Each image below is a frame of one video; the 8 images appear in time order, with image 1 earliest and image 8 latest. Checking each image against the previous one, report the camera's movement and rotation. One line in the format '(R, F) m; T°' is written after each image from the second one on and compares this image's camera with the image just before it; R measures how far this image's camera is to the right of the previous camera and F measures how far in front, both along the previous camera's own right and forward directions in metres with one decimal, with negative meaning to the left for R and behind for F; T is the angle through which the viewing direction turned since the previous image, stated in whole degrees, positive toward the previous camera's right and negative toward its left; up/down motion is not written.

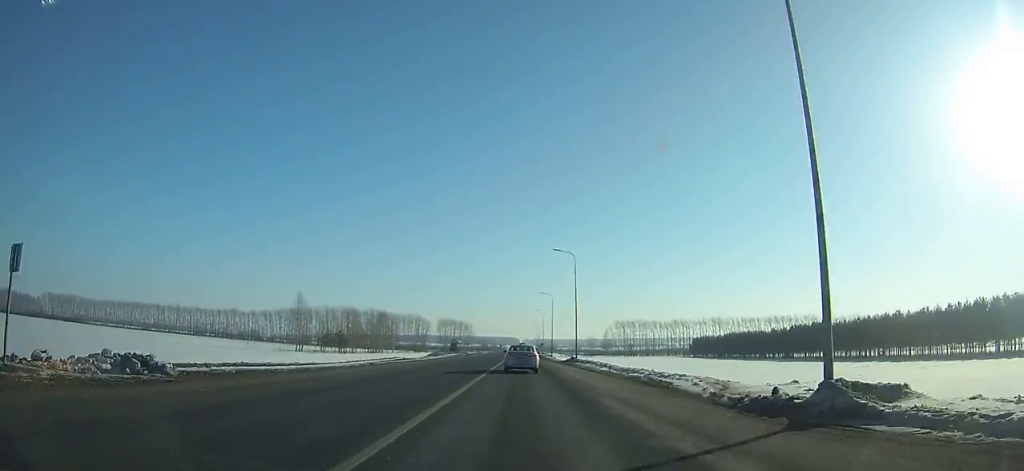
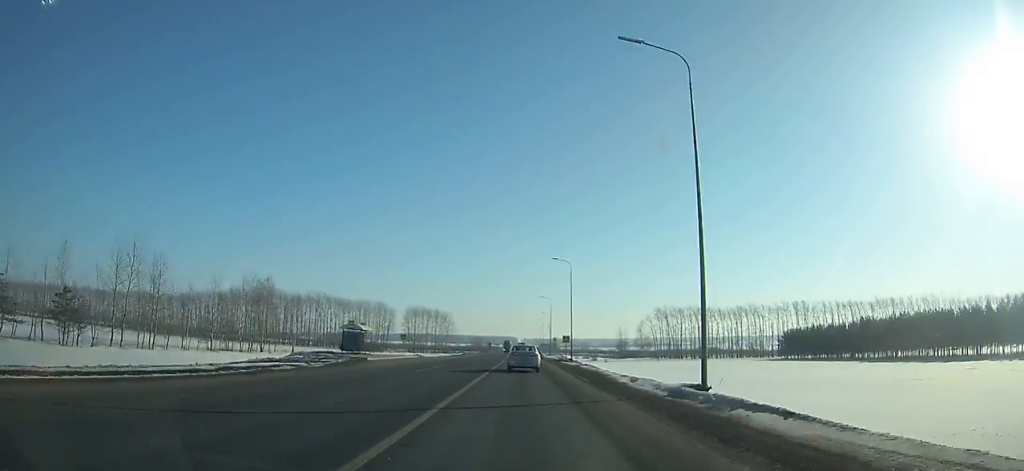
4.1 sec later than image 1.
(+0.2, +91.2) m; 0°
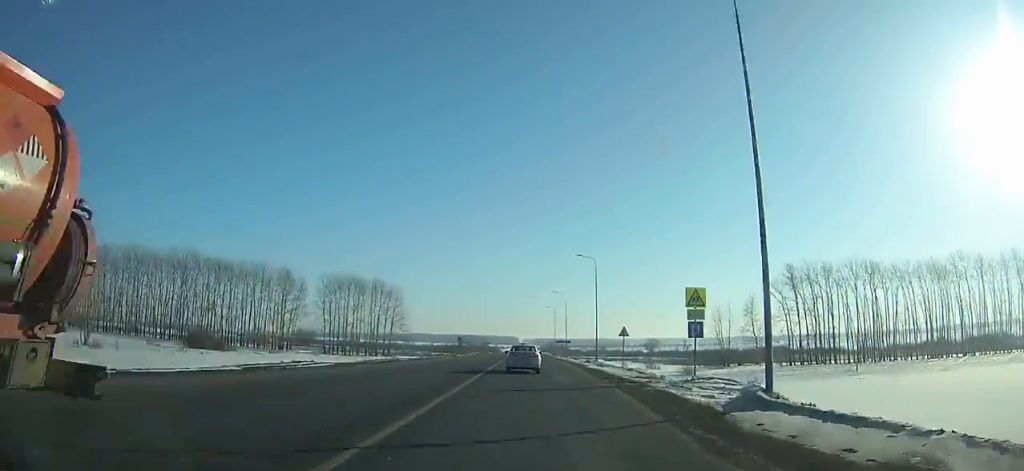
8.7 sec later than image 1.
(-0.2, +103.9) m; 0°
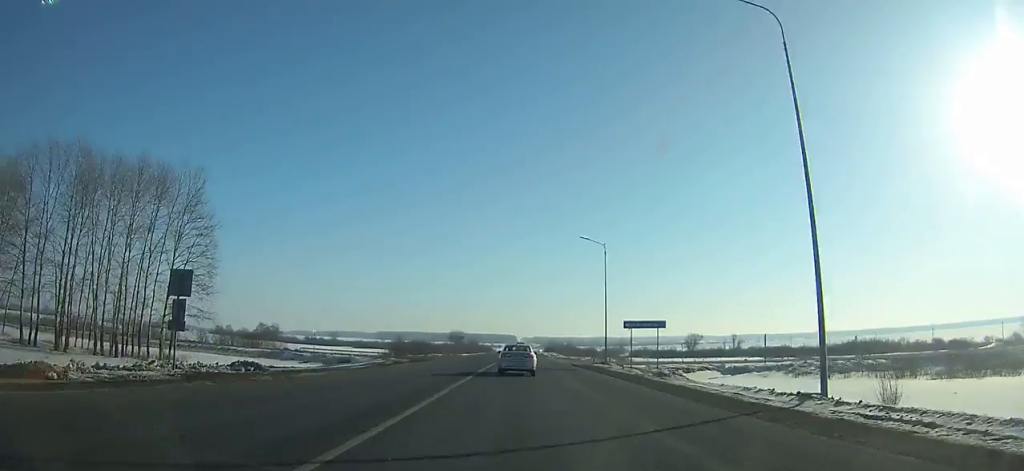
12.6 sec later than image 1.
(+0.1, +88.6) m; 0°
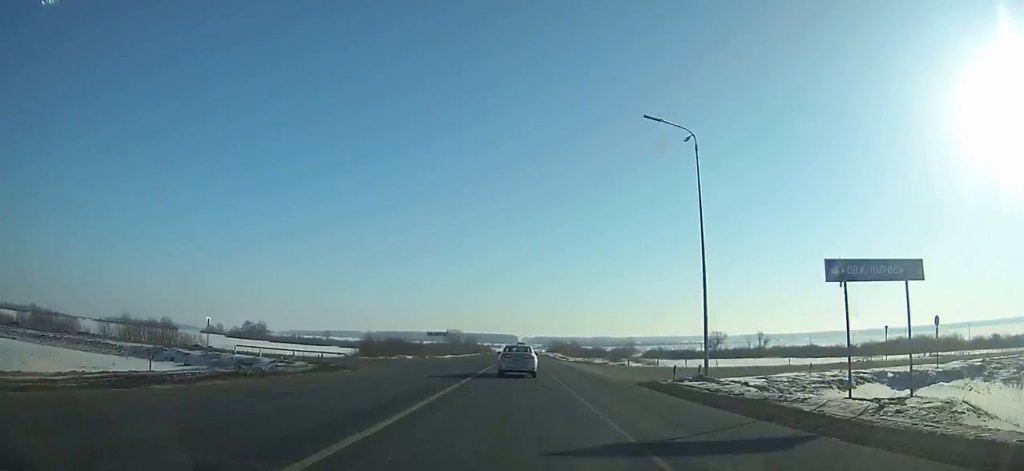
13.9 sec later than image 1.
(0.0, +29.5) m; 0°
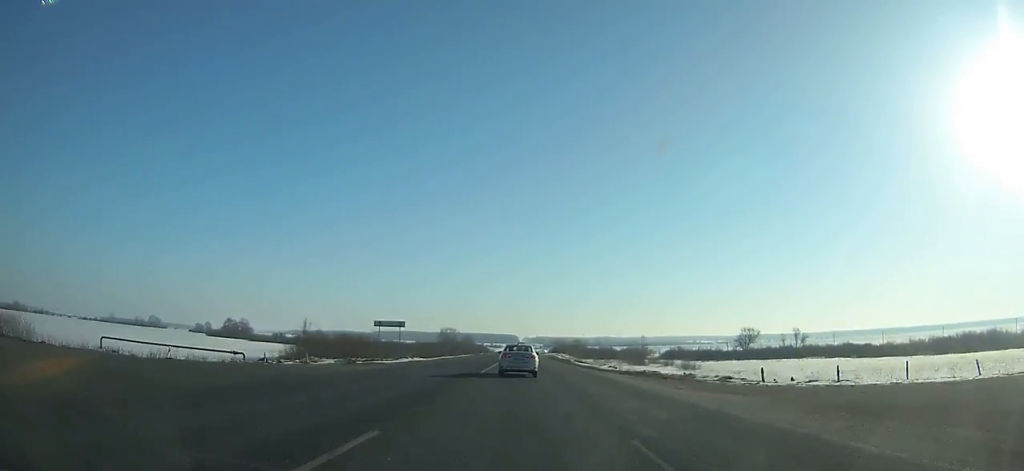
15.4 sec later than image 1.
(0.0, +34.1) m; 0°
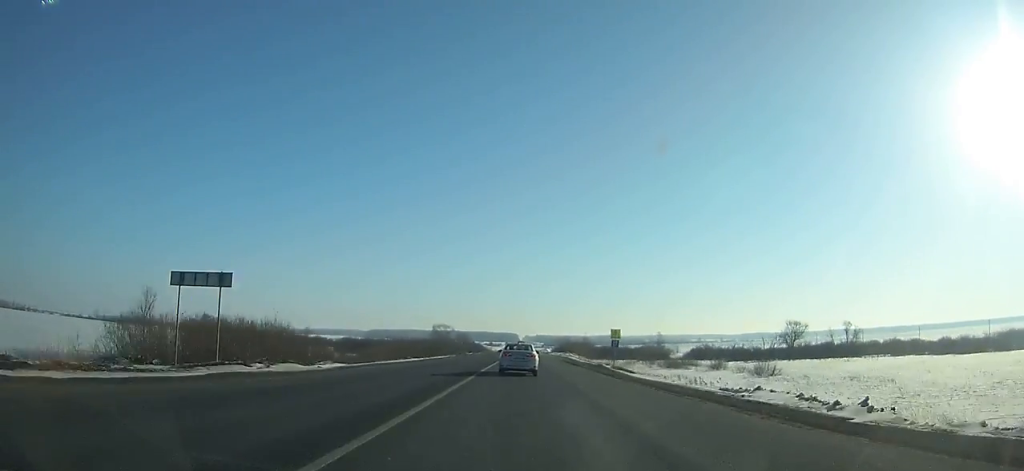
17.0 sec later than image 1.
(0.0, +36.2) m; 0°
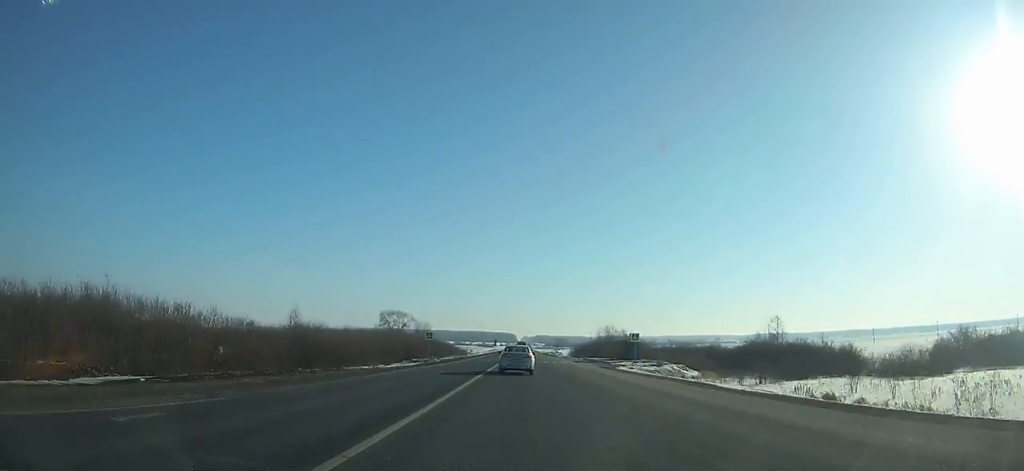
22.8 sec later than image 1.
(+0.1, +131.8) m; 0°
